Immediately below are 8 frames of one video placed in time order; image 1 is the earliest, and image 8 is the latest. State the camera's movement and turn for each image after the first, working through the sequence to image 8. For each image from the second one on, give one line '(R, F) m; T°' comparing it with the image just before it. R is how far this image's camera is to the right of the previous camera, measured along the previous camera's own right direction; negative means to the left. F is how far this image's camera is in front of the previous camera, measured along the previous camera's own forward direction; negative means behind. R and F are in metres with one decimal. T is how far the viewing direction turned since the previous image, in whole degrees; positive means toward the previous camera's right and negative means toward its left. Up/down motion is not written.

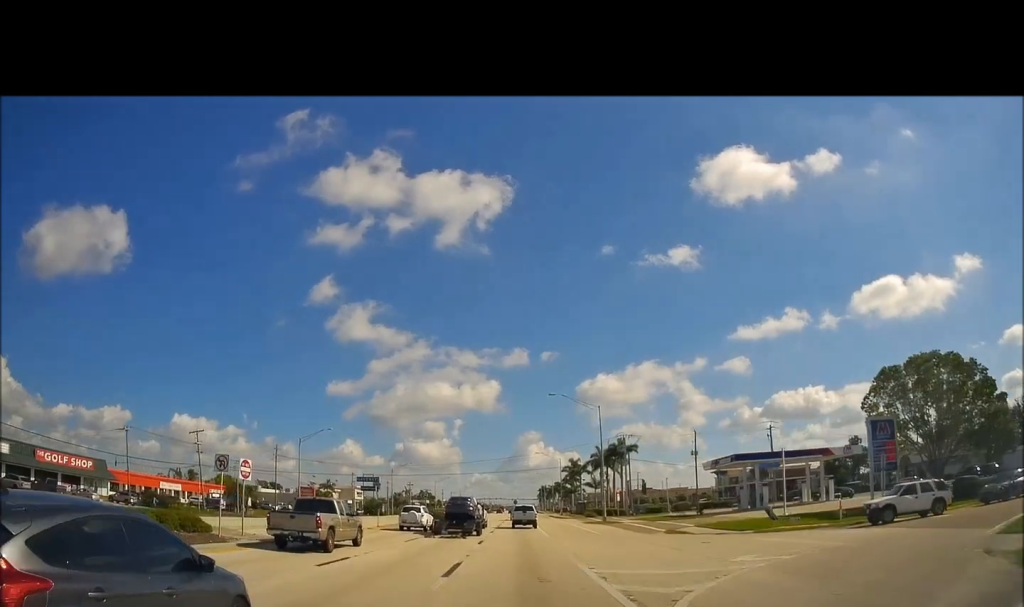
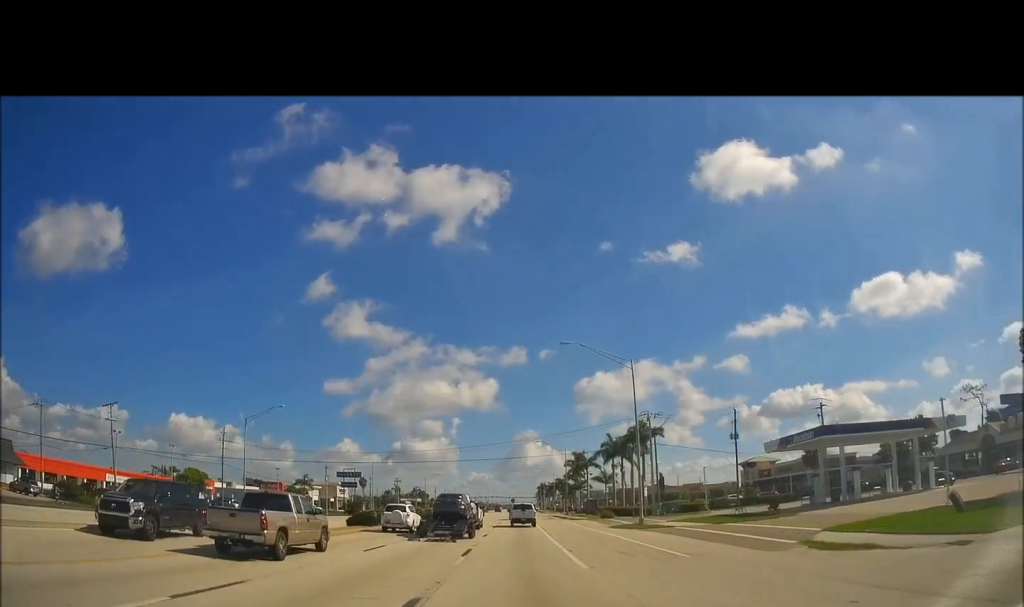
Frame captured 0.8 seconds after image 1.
(+0.2, +19.4) m; +1°
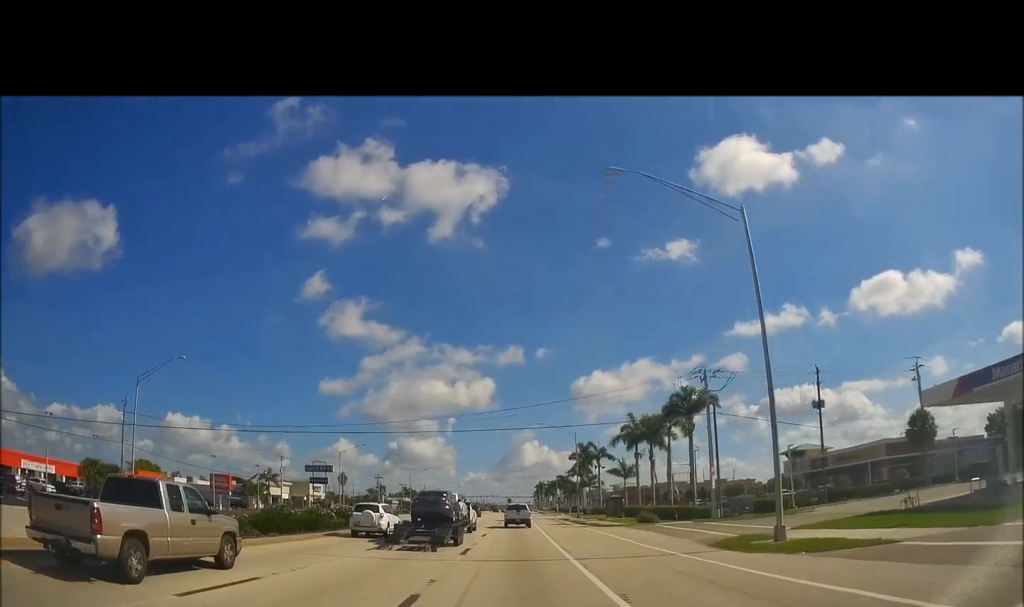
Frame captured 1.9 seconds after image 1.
(0.0, +24.2) m; 0°
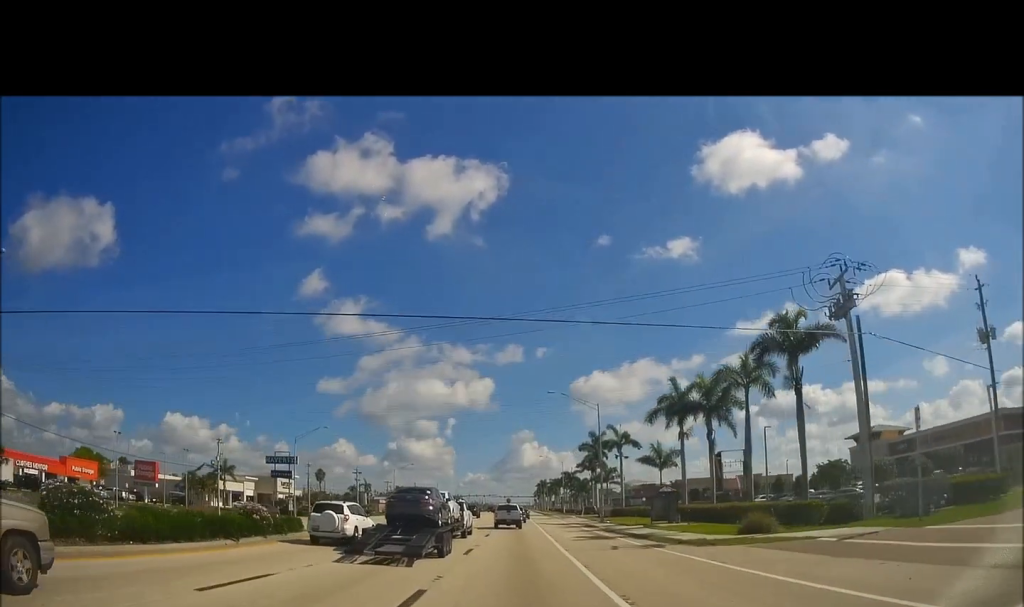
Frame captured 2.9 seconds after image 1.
(0.0, +24.2) m; 0°
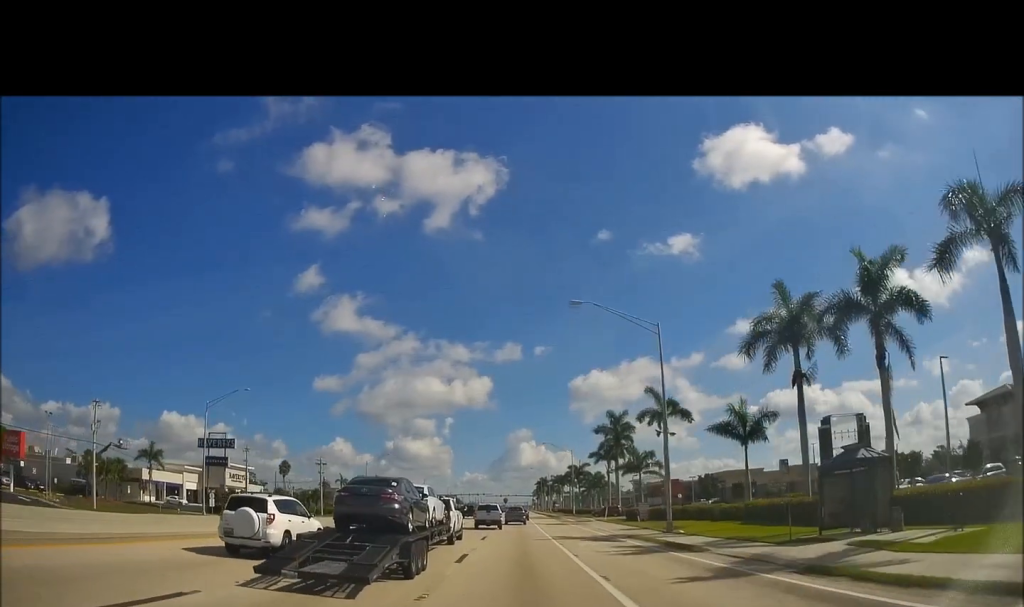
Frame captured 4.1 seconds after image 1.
(0.0, +28.1) m; +1°
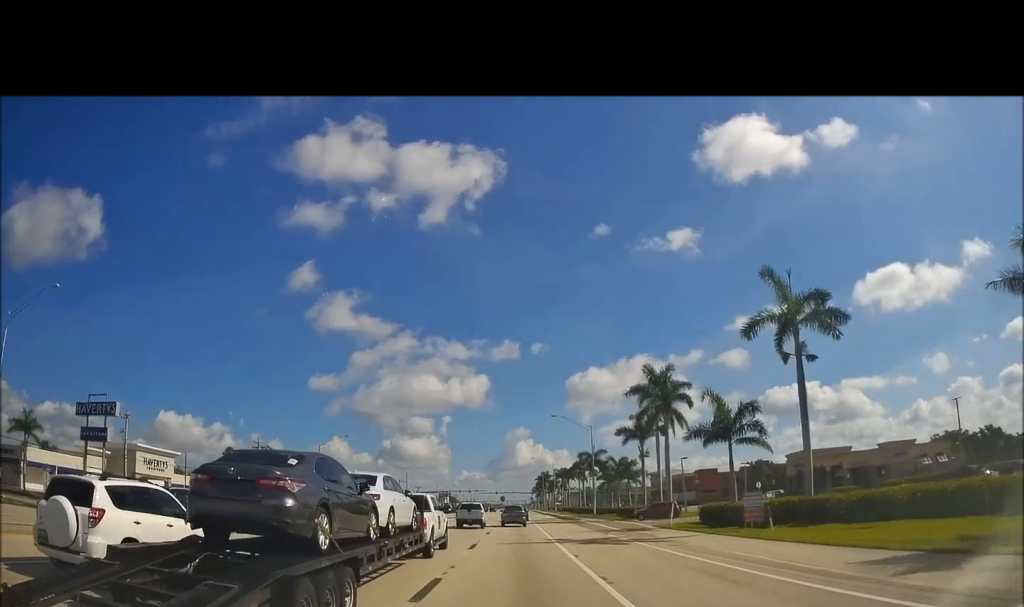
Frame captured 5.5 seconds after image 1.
(+0.5, +31.6) m; 0°
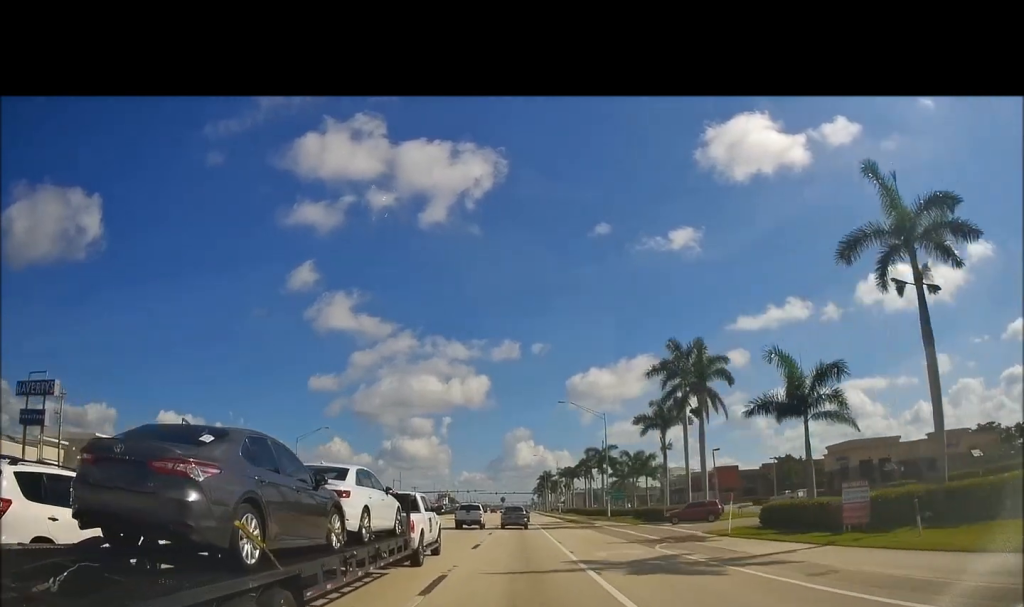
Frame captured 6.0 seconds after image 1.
(-0.2, +11.3) m; -1°
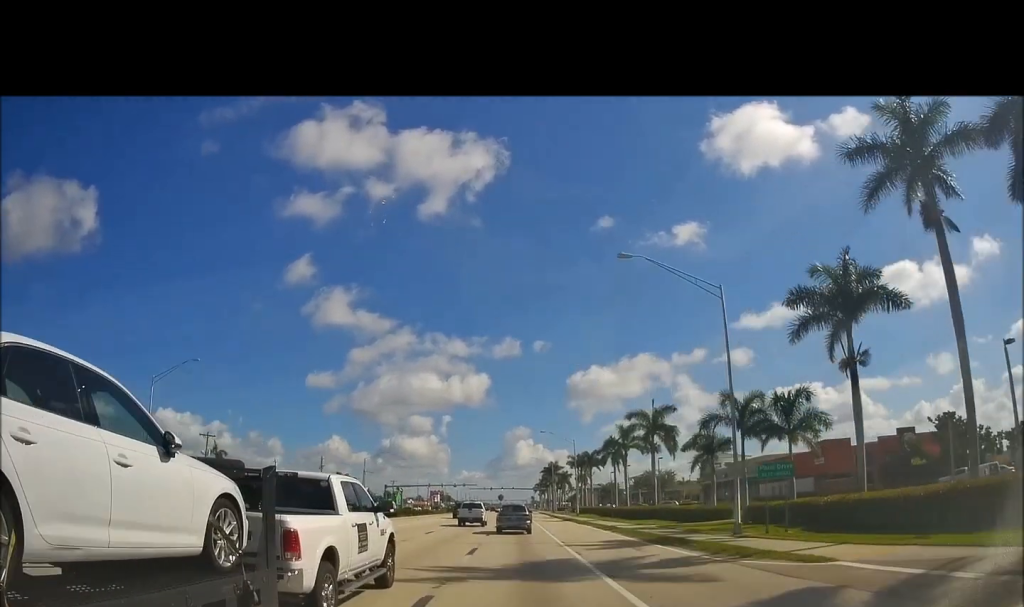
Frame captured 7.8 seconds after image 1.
(-0.4, +39.4) m; -1°
